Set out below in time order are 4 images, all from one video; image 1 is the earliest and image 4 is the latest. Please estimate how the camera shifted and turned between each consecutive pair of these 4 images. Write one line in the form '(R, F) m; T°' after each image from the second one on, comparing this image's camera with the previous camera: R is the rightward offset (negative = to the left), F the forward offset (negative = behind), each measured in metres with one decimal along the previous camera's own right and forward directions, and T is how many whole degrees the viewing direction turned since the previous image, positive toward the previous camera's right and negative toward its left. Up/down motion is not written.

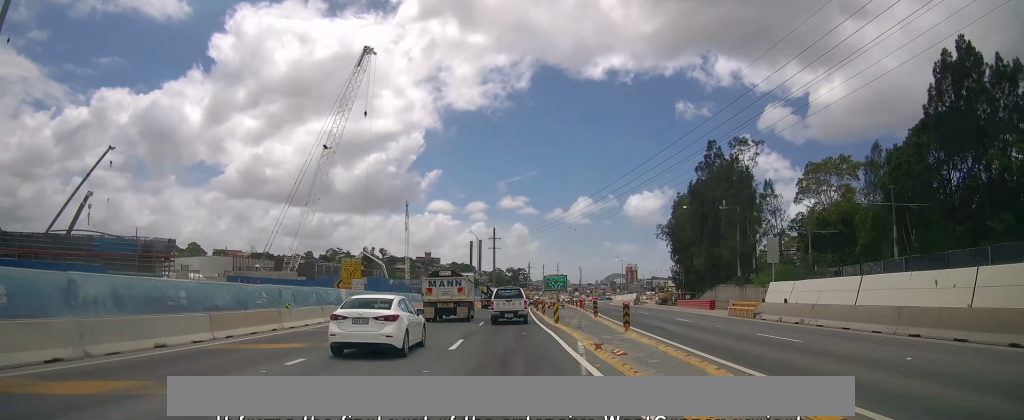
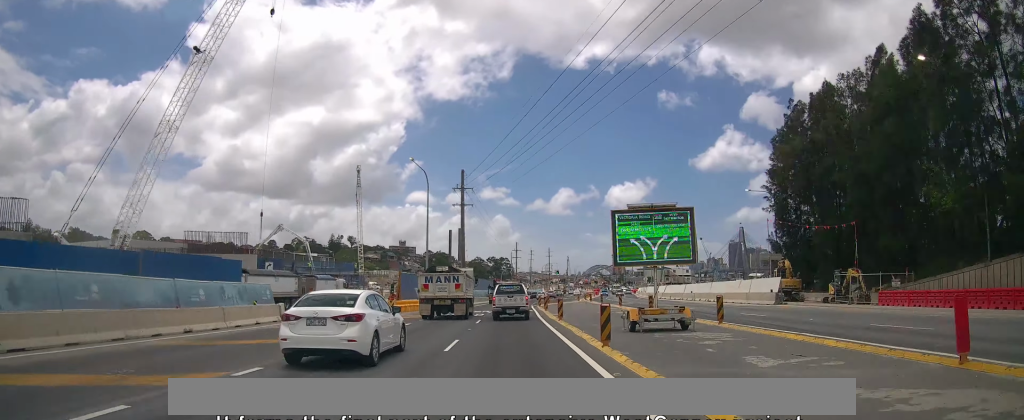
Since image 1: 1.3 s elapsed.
(+0.5, +48.6) m; +2°
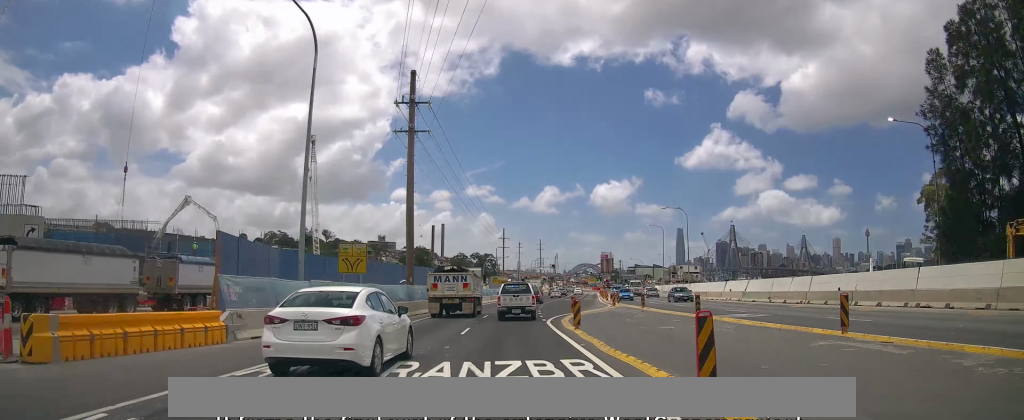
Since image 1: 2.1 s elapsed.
(+0.5, +32.3) m; +2°
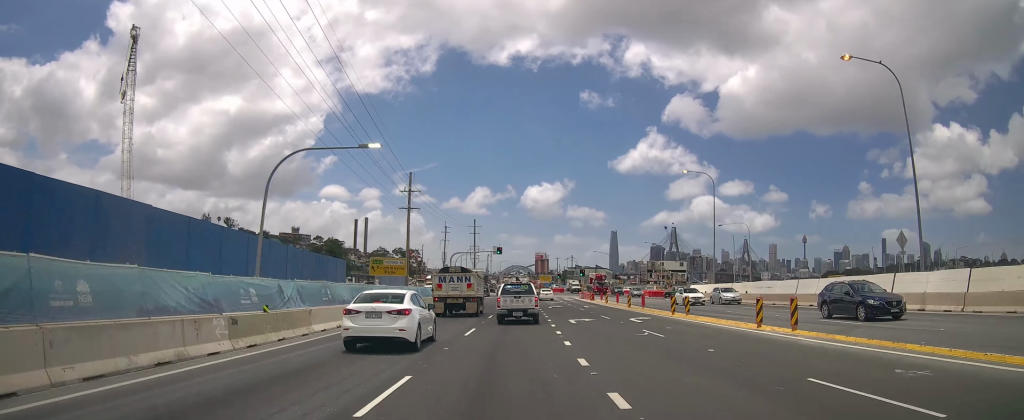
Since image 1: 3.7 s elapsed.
(+2.5, +59.0) m; +6°
